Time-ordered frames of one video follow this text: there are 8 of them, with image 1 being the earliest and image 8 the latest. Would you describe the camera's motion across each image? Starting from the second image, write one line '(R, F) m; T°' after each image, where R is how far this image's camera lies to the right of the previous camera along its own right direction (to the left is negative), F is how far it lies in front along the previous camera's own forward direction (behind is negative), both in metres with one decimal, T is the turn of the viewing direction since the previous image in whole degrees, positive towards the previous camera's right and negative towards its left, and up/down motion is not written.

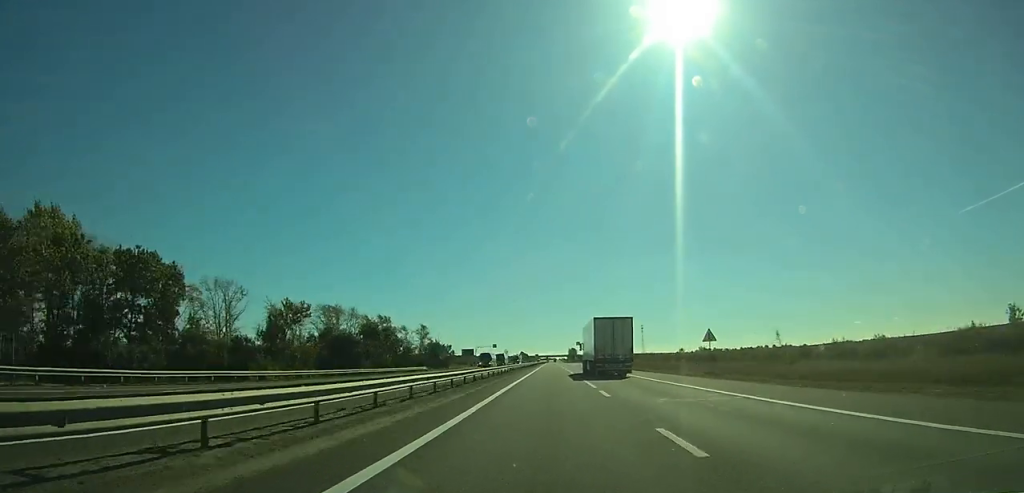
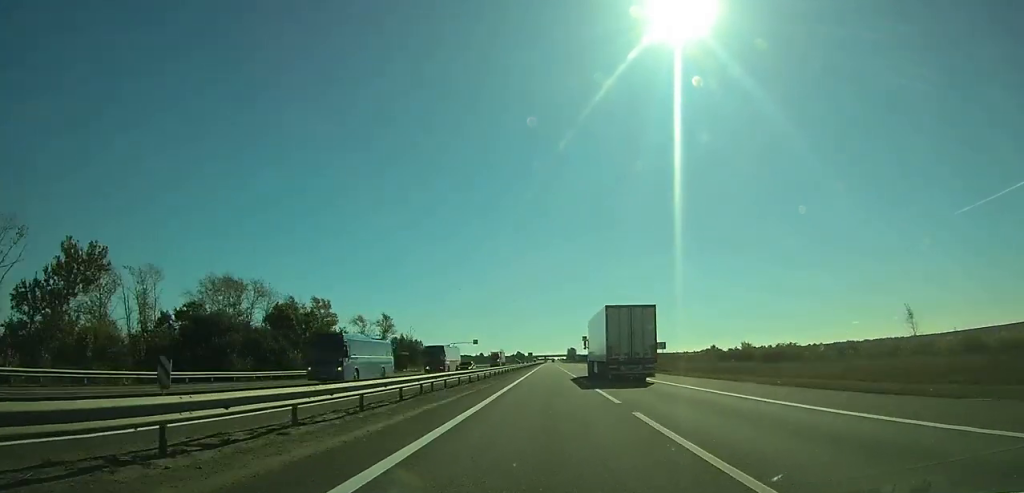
(0.0, +44.9) m; 0°
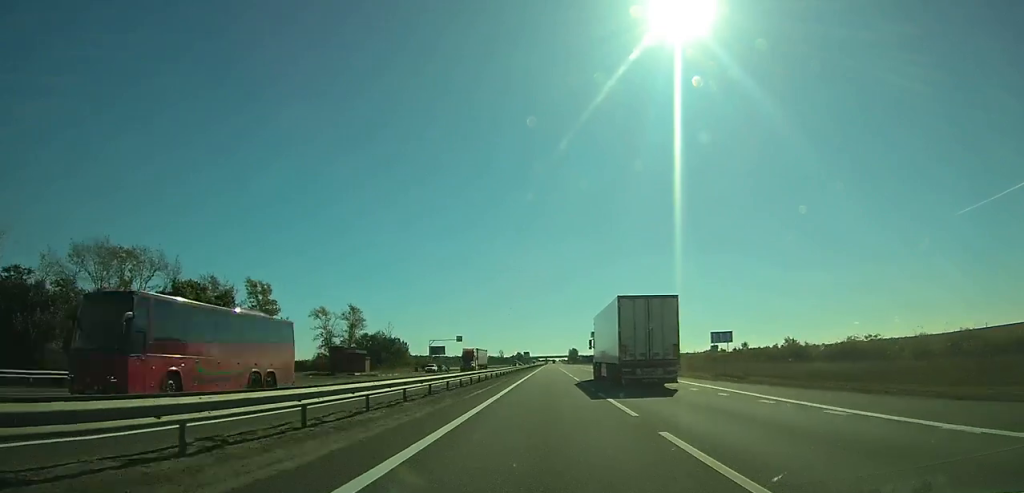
(0.0, +27.5) m; 0°
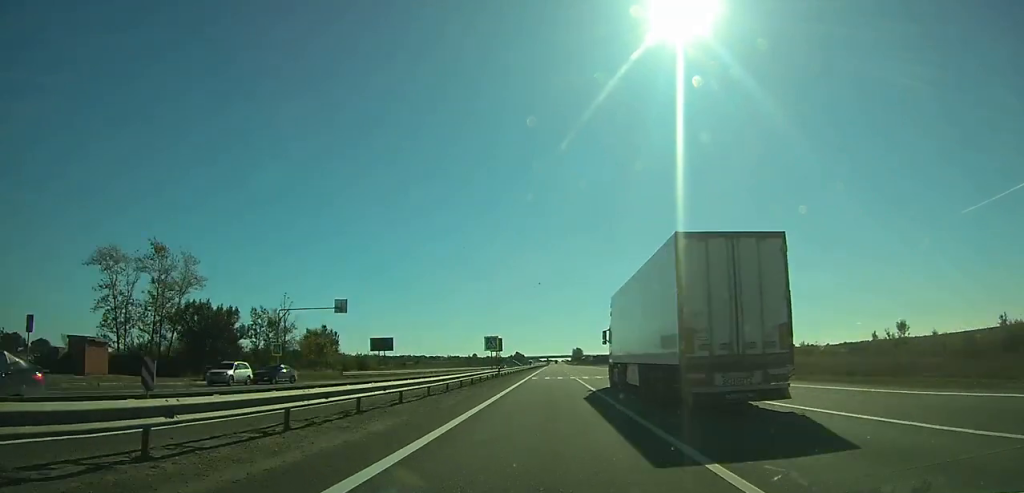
(-0.1, +68.7) m; 0°
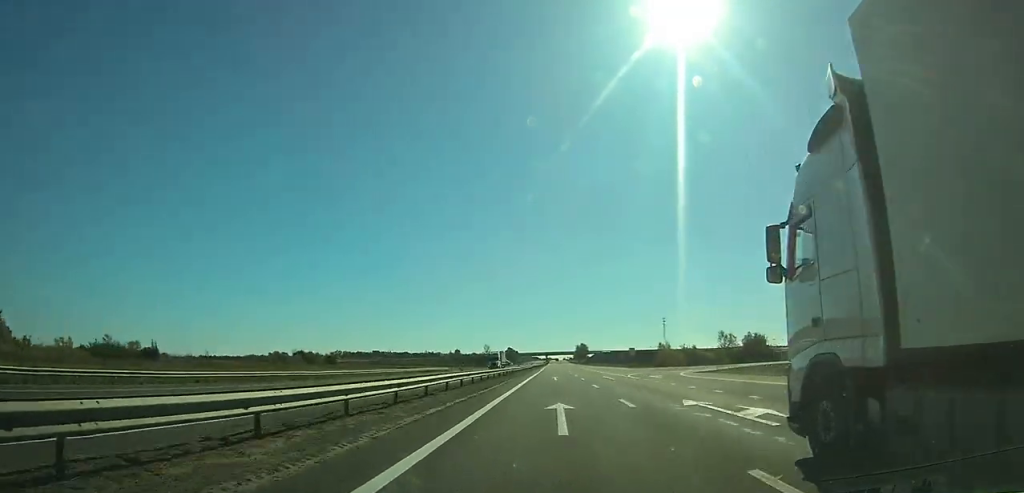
(+0.7, +119.7) m; +1°
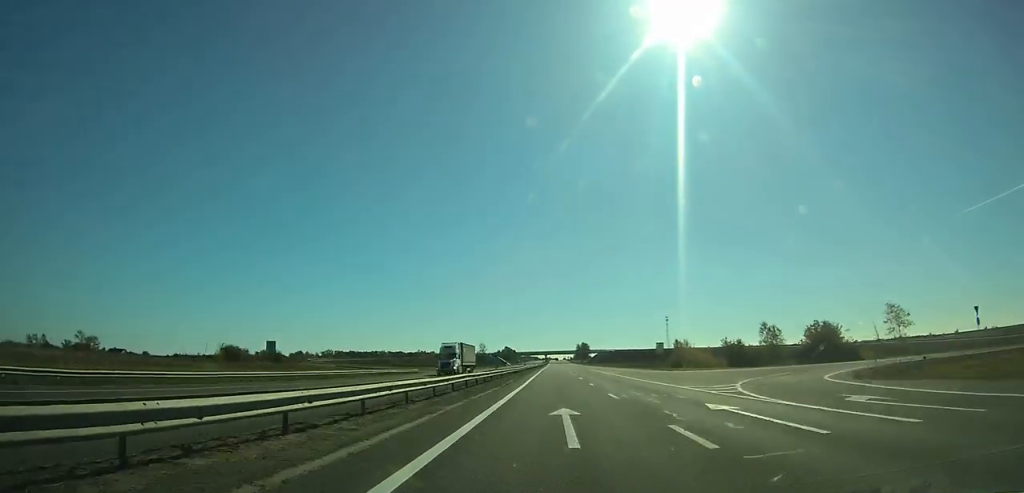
(-0.1, +30.5) m; 0°
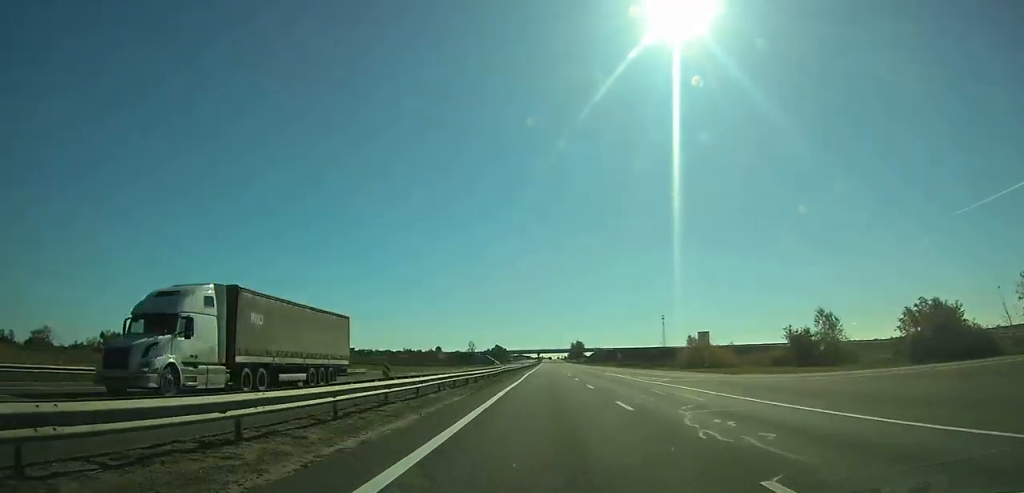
(0.0, +28.8) m; 0°
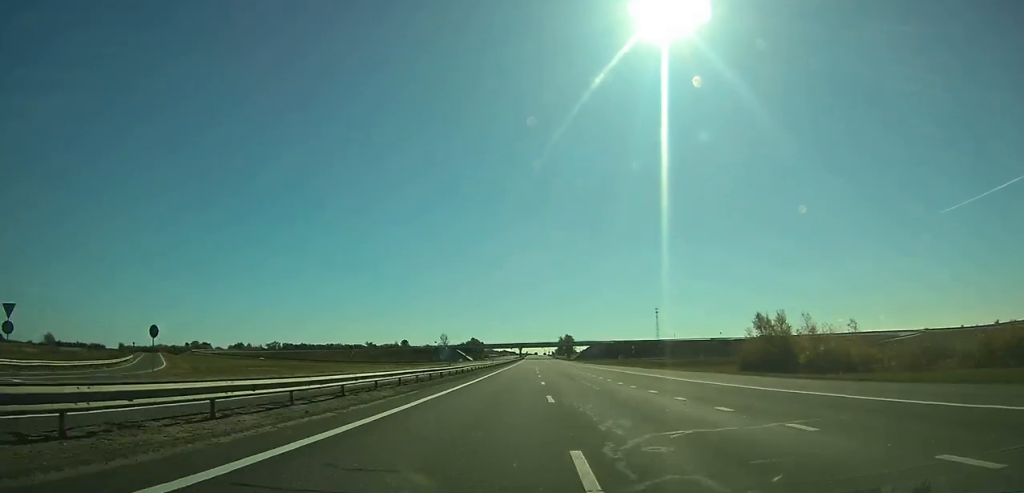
(+0.4, +68.6) m; +1°
